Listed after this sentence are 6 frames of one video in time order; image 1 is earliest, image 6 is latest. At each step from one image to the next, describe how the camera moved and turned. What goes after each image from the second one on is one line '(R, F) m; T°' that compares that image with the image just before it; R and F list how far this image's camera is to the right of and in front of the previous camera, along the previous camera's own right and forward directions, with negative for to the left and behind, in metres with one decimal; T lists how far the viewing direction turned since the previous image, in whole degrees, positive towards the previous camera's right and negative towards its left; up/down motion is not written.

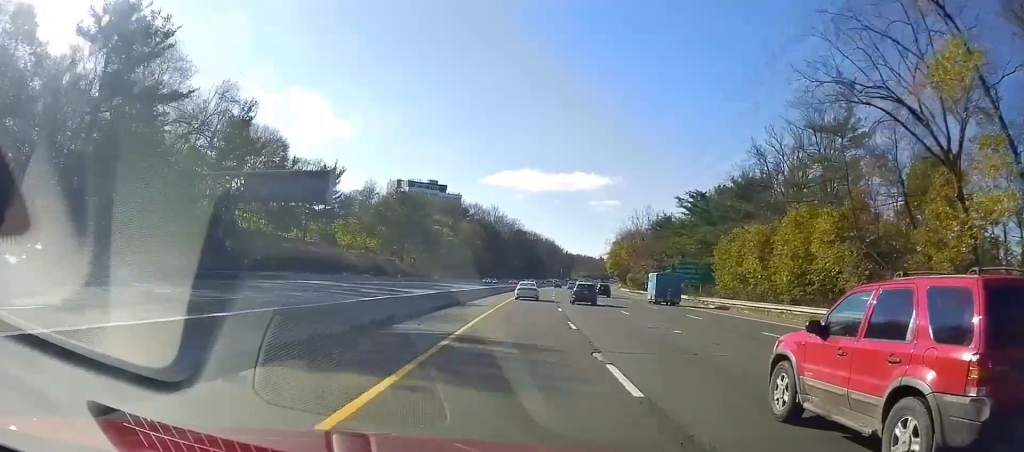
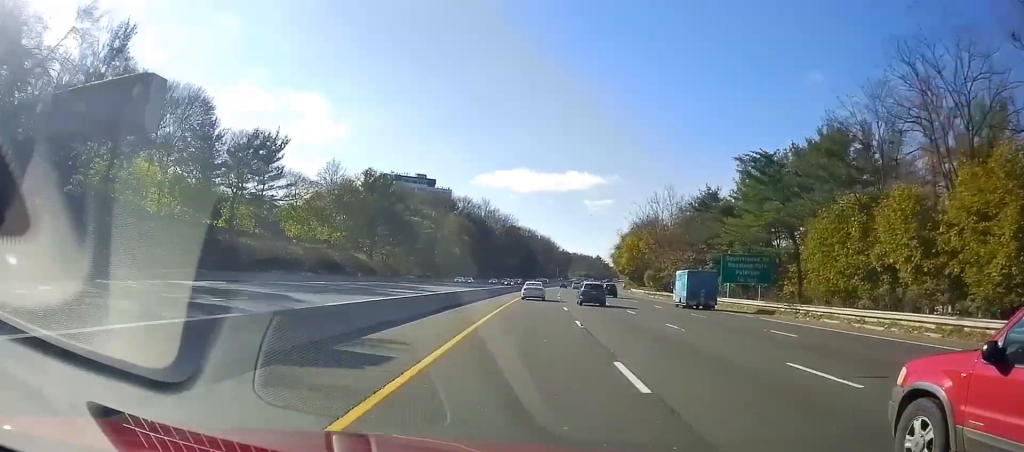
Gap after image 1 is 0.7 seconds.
(0.0, +24.2) m; 0°
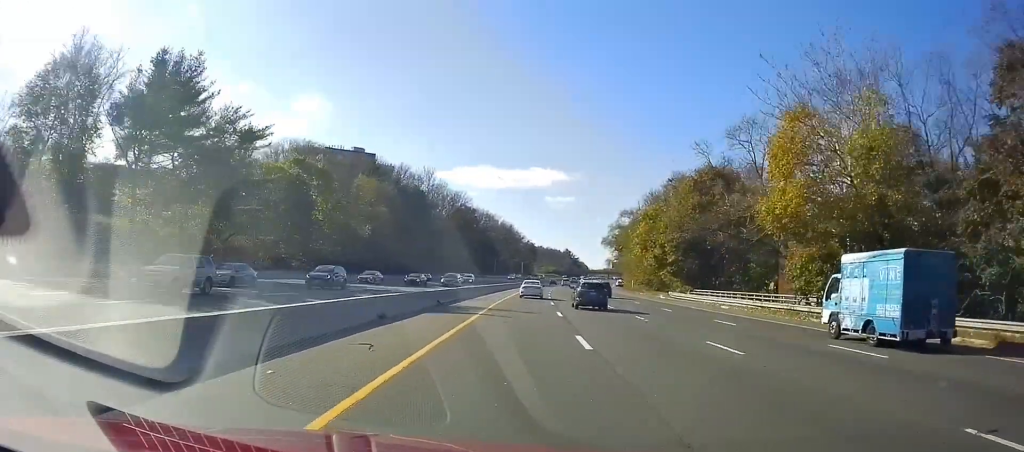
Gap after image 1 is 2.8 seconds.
(+1.5, +67.9) m; +3°
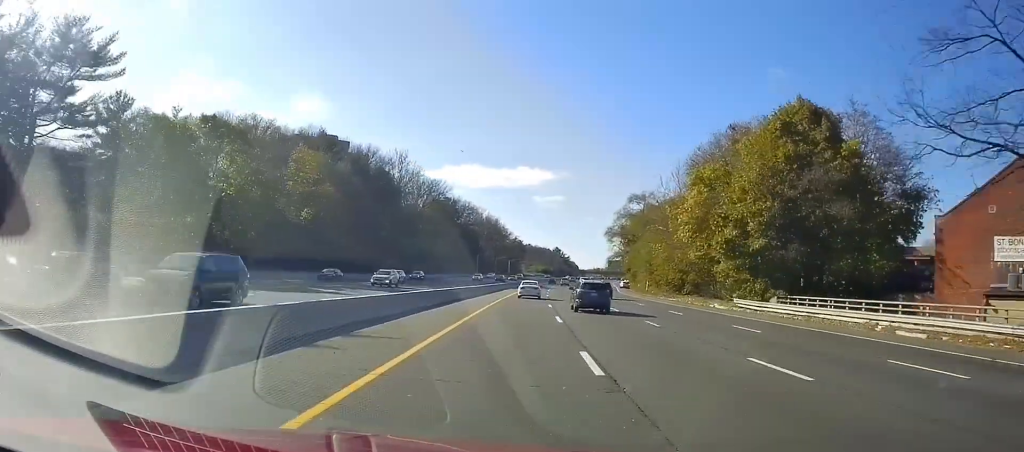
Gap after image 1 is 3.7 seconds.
(+0.4, +28.2) m; +1°
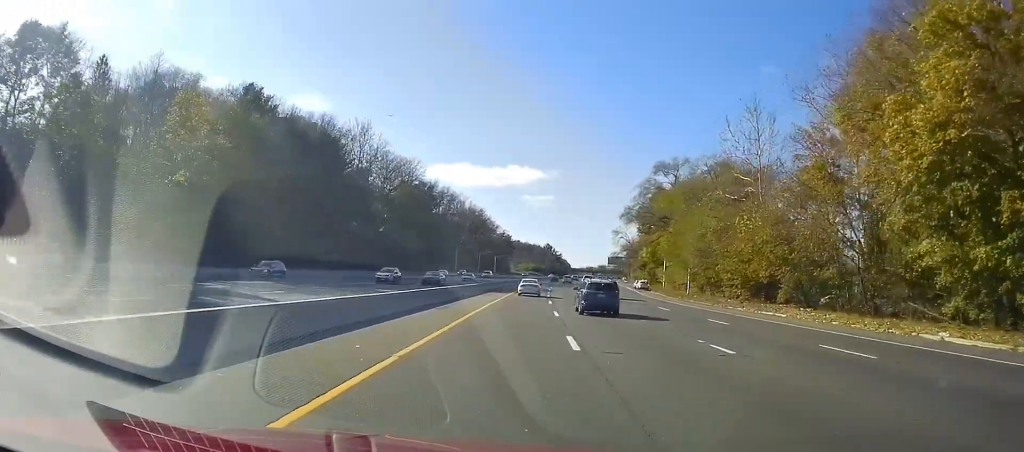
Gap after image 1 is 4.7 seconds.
(+0.1, +33.4) m; +2°
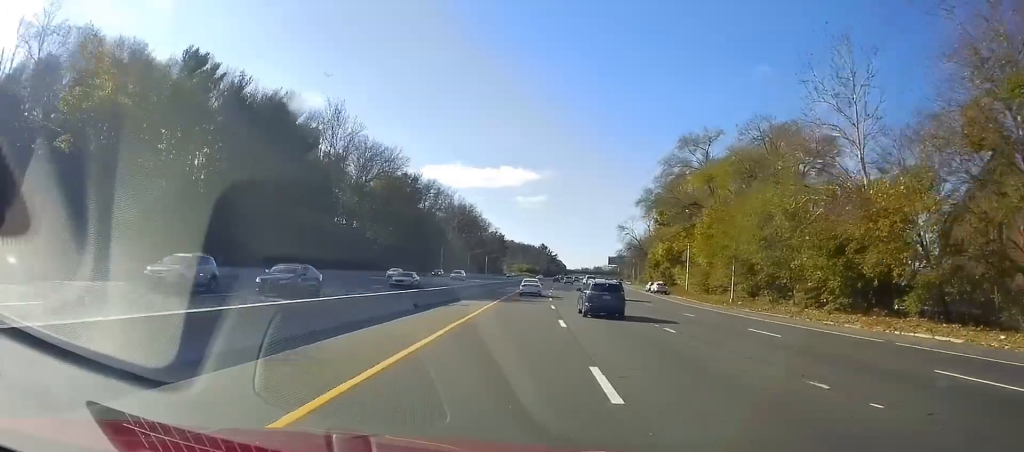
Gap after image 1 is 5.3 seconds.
(+0.5, +18.1) m; +1°
